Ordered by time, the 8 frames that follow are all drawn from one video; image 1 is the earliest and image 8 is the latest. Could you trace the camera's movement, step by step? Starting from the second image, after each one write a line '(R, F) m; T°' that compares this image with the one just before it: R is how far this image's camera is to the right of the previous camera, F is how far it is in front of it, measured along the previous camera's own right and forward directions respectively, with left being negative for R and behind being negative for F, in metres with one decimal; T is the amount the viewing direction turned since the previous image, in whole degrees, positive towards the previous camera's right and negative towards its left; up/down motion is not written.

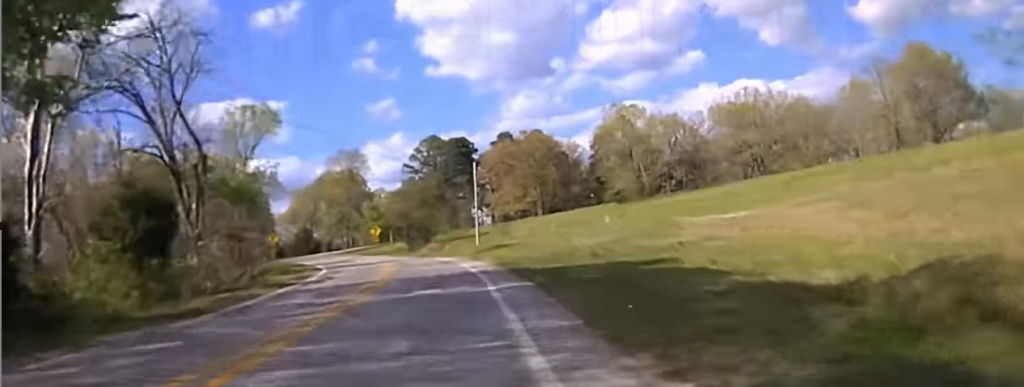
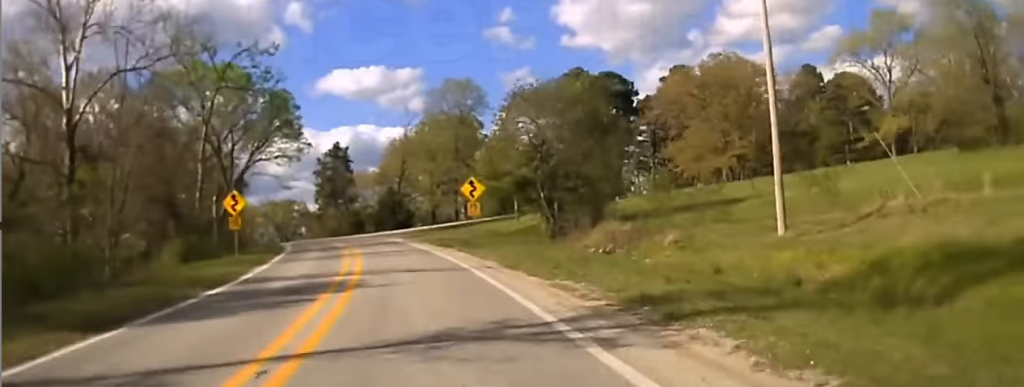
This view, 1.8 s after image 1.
(-1.2, +56.2) m; -8°
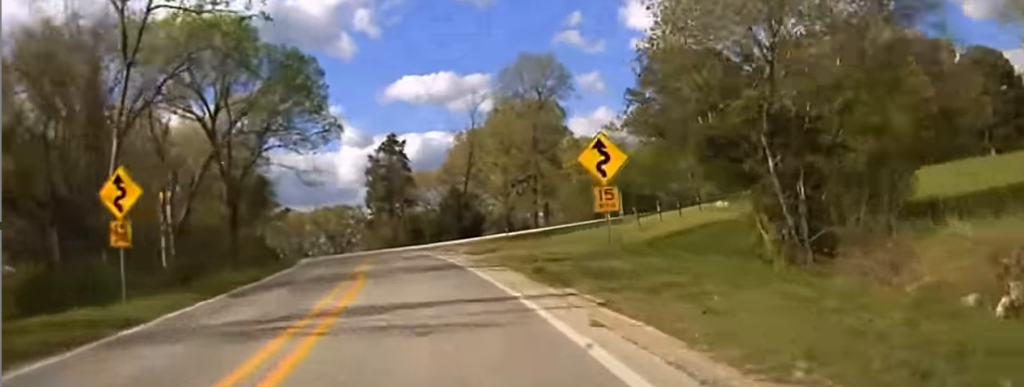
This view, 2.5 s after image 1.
(-1.7, +21.1) m; -6°
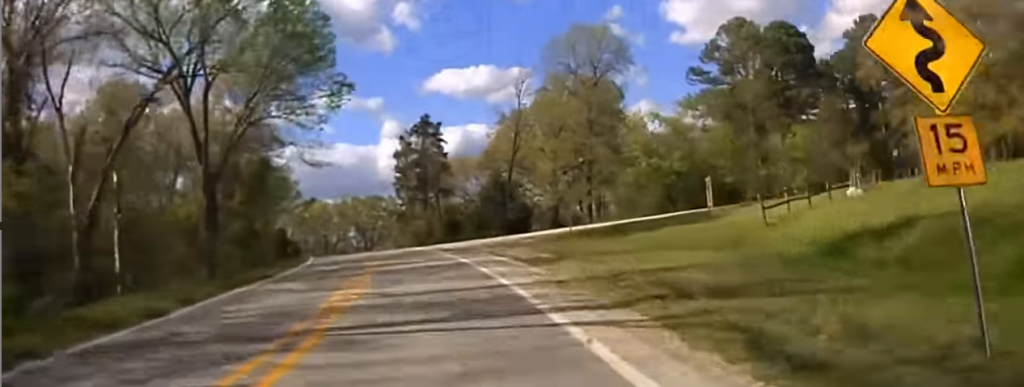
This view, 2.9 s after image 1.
(-0.2, +12.9) m; -3°
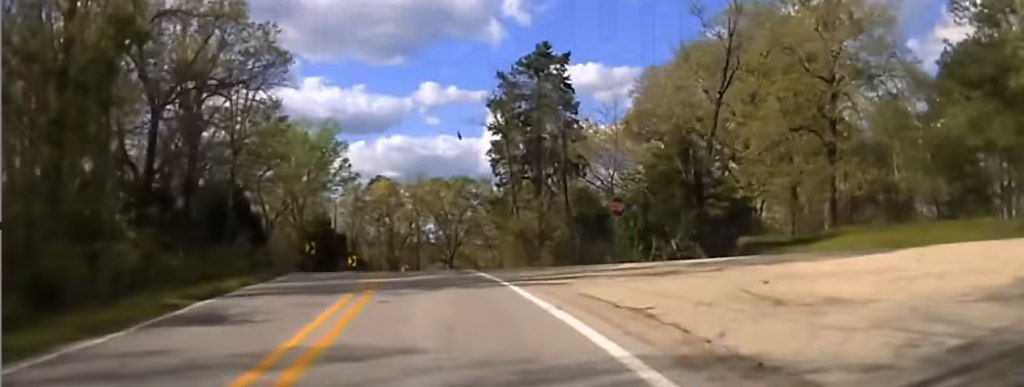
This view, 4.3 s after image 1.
(-2.5, +37.9) m; -4°
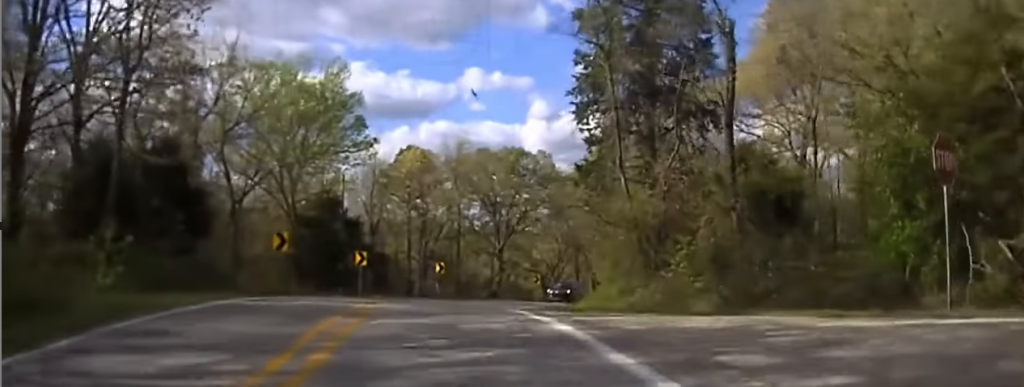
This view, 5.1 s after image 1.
(0.0, +21.6) m; 0°
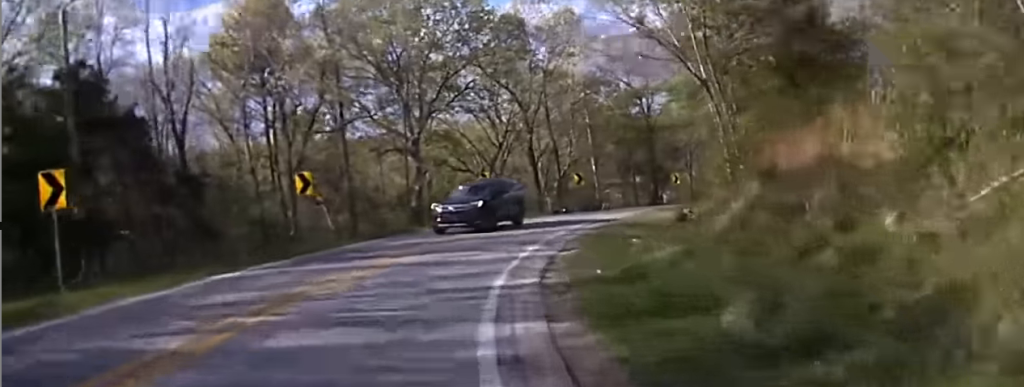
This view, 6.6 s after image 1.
(-0.4, +32.2) m; +1°
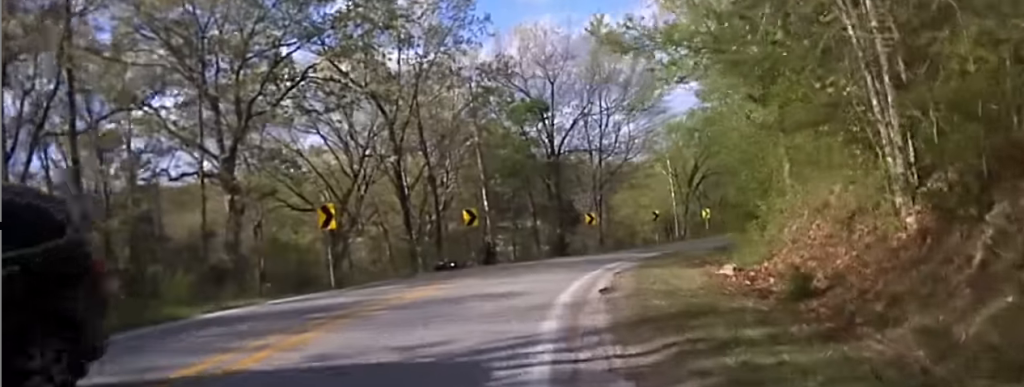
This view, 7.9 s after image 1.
(+1.1, +19.0) m; +10°
